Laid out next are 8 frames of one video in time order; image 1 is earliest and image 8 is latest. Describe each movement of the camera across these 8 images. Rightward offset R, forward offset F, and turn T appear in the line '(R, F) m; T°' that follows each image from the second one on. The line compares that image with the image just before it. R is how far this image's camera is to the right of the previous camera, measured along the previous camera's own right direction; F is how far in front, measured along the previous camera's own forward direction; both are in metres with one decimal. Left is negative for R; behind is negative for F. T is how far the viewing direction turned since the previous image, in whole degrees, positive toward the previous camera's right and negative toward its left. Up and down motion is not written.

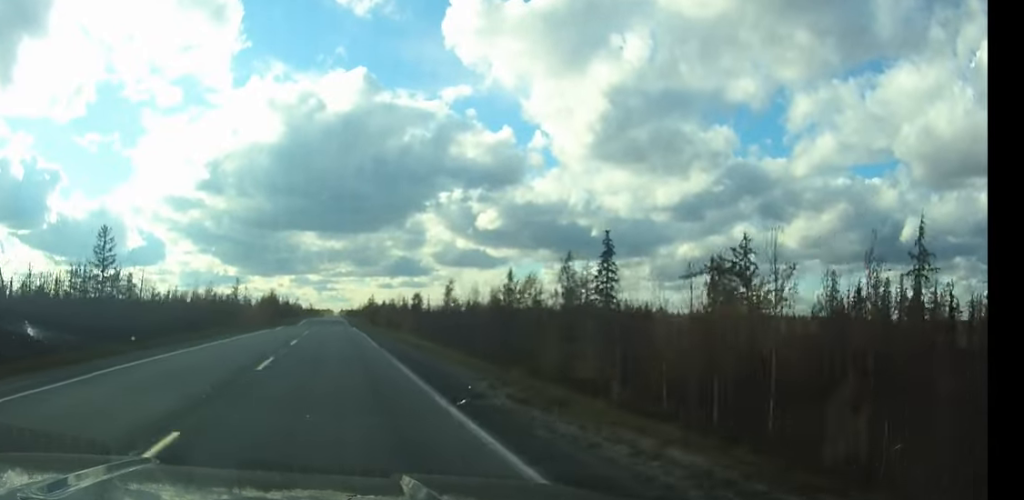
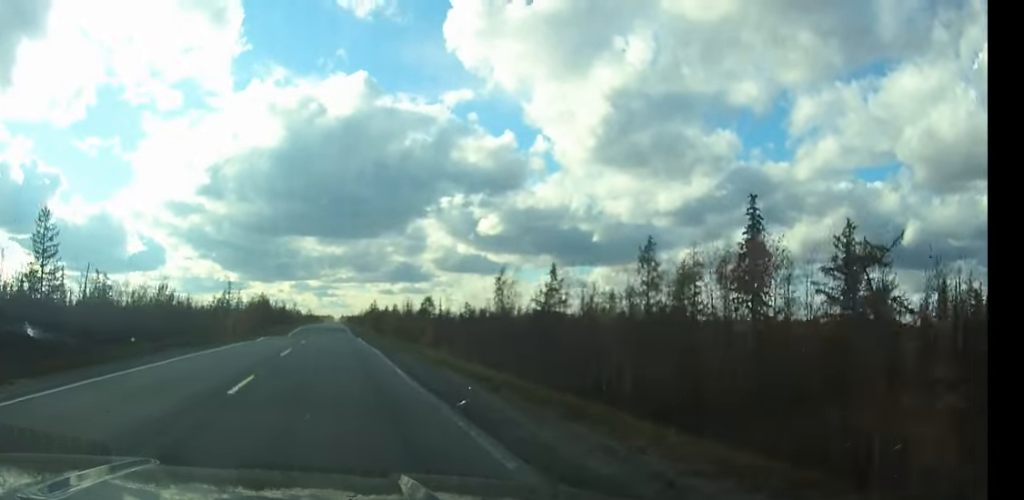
(0.0, +15.1) m; 0°
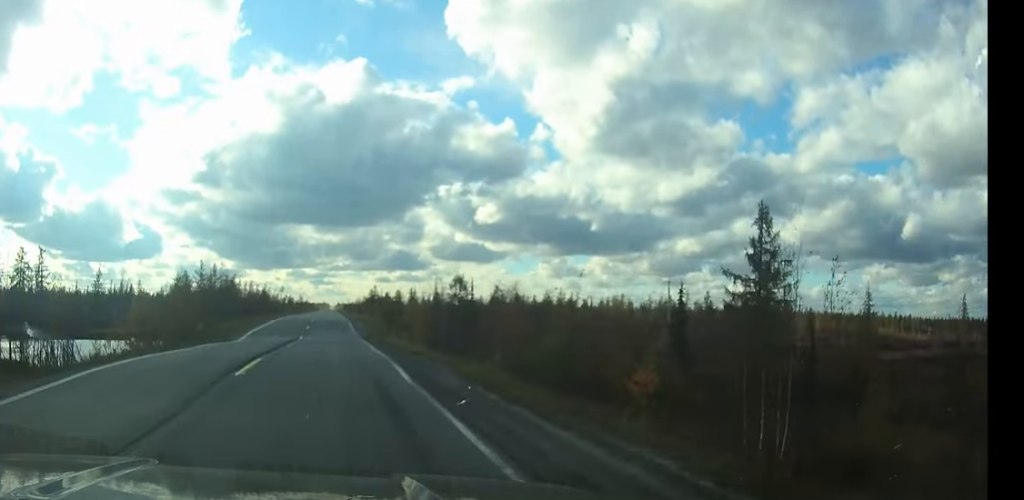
(0.0, +34.0) m; 0°
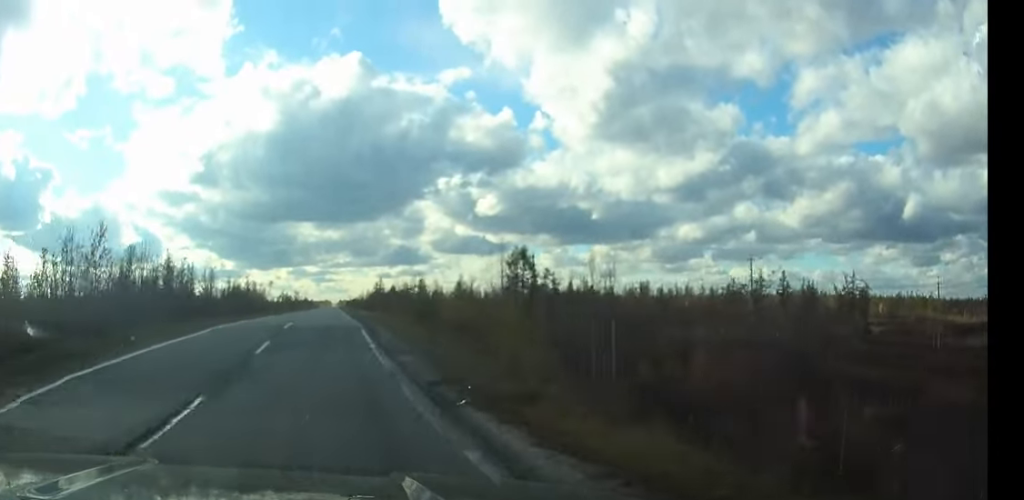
(0.0, +33.9) m; 0°
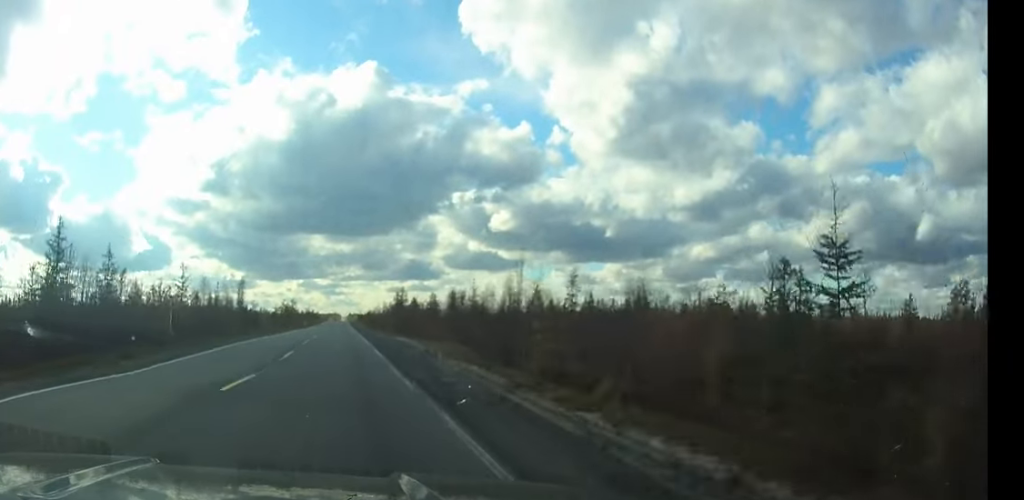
(-0.3, +61.1) m; 0°
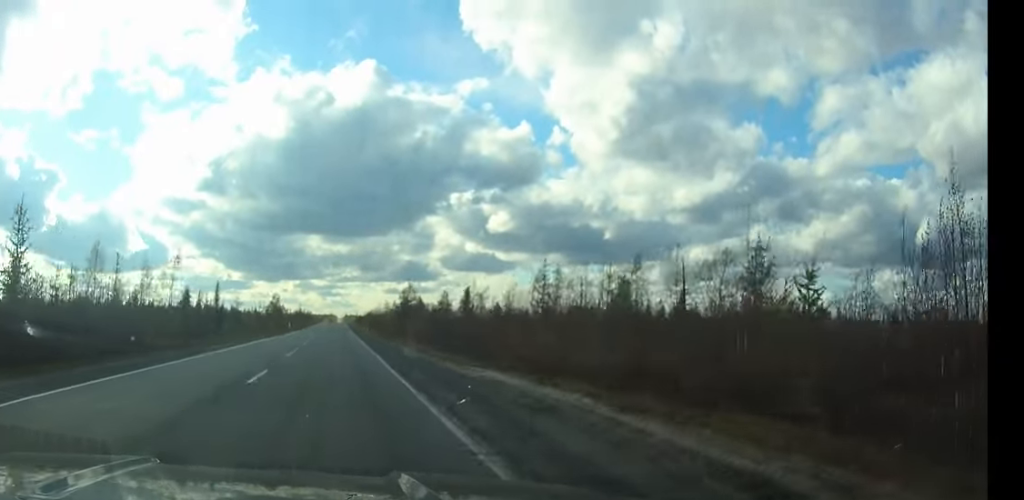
(0.0, +33.7) m; 0°
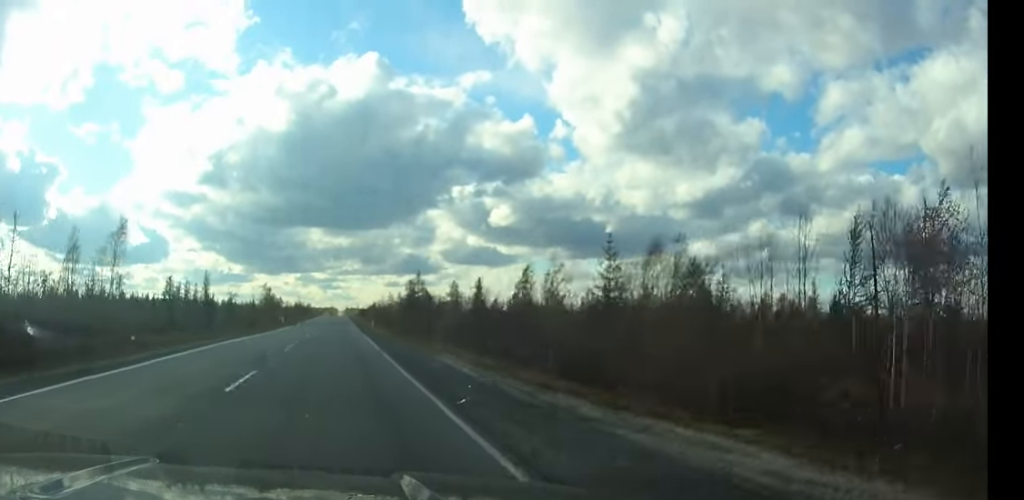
(0.0, +13.6) m; 0°
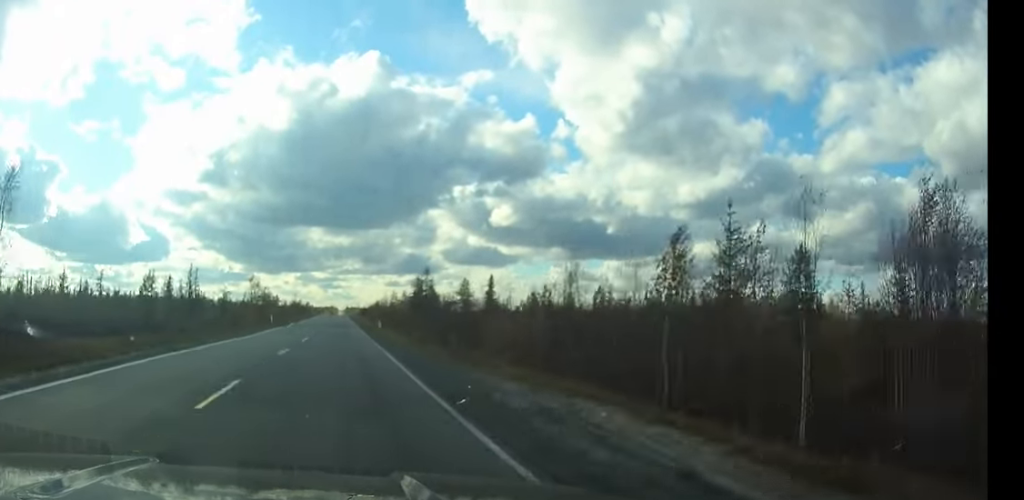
(0.0, +14.8) m; 0°
